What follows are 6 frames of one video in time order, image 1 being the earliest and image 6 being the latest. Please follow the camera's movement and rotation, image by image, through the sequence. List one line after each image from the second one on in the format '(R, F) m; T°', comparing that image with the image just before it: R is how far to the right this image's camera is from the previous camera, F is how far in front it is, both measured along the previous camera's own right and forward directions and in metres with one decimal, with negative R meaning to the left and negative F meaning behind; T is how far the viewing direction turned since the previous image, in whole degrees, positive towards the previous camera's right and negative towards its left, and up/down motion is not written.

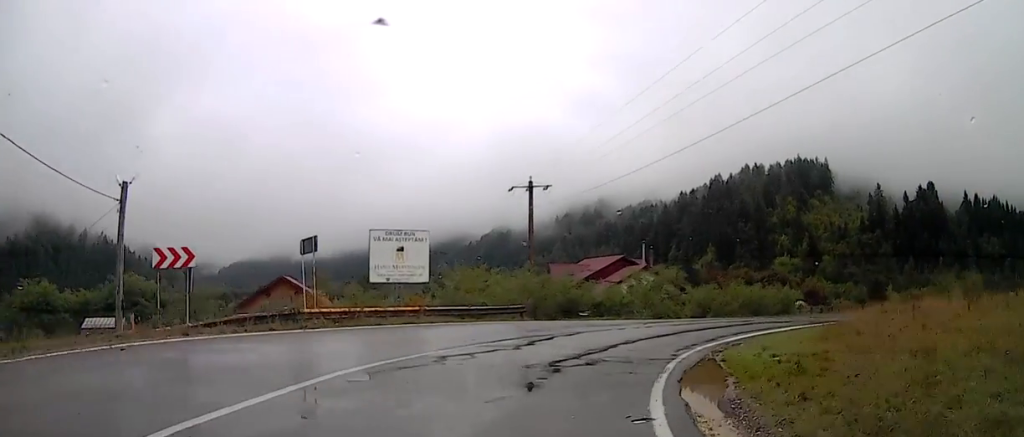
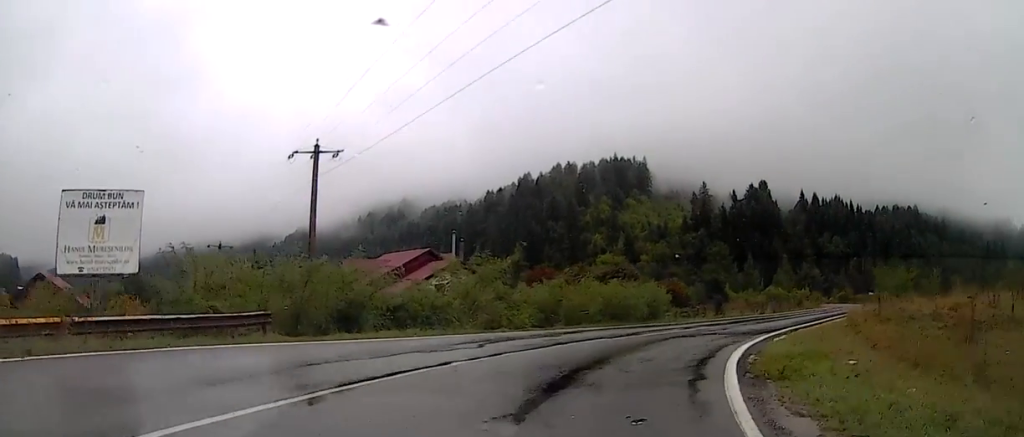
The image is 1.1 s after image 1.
(+1.7, +10.3) m; +18°
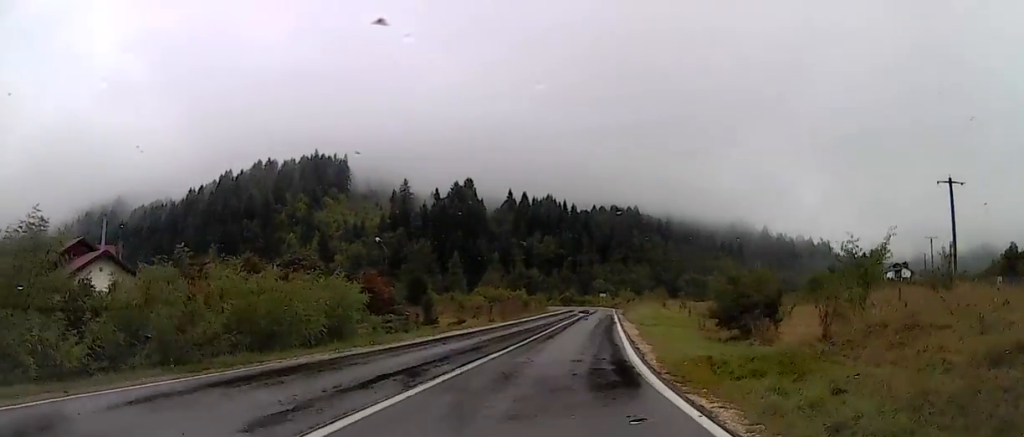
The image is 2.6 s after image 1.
(+2.6, +14.5) m; +19°
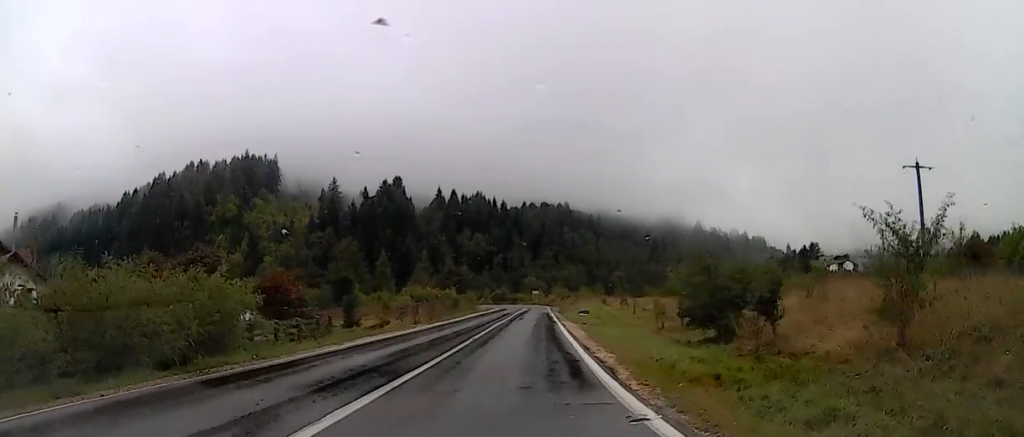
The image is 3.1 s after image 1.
(+0.4, +4.8) m; +3°
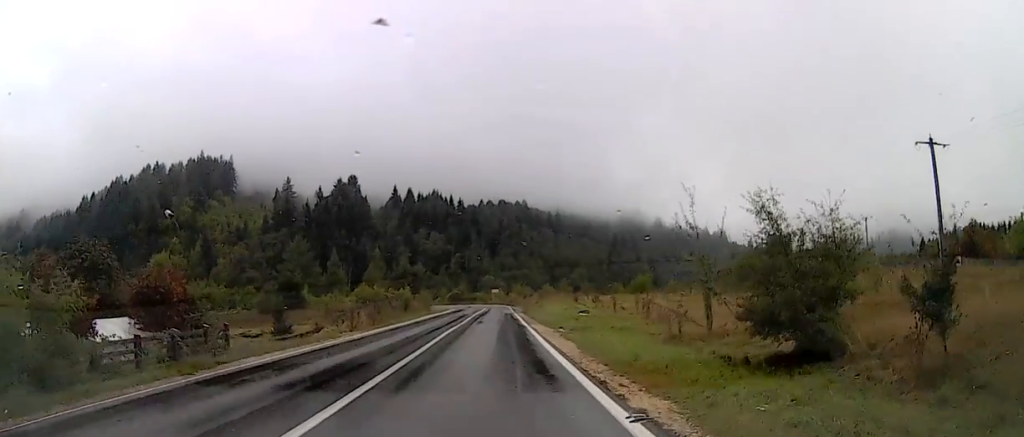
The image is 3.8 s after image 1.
(+0.3, +7.6) m; +4°
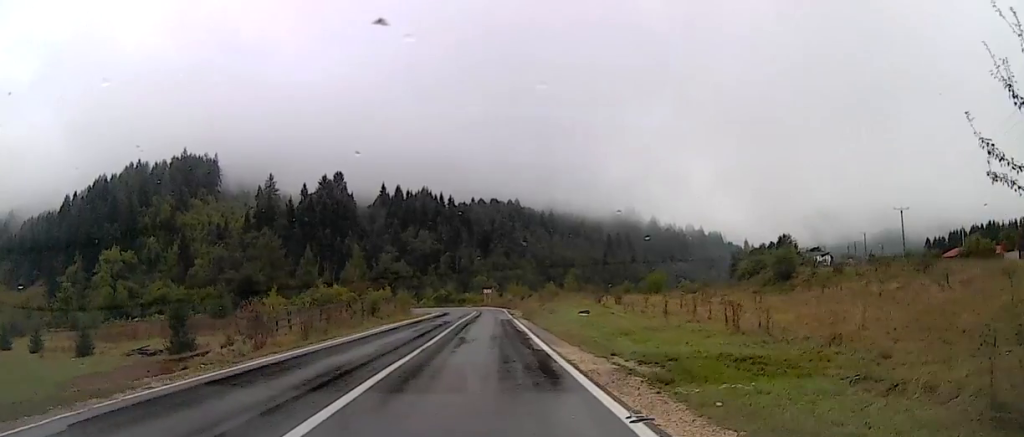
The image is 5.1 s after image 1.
(+0.8, +14.1) m; +6°
